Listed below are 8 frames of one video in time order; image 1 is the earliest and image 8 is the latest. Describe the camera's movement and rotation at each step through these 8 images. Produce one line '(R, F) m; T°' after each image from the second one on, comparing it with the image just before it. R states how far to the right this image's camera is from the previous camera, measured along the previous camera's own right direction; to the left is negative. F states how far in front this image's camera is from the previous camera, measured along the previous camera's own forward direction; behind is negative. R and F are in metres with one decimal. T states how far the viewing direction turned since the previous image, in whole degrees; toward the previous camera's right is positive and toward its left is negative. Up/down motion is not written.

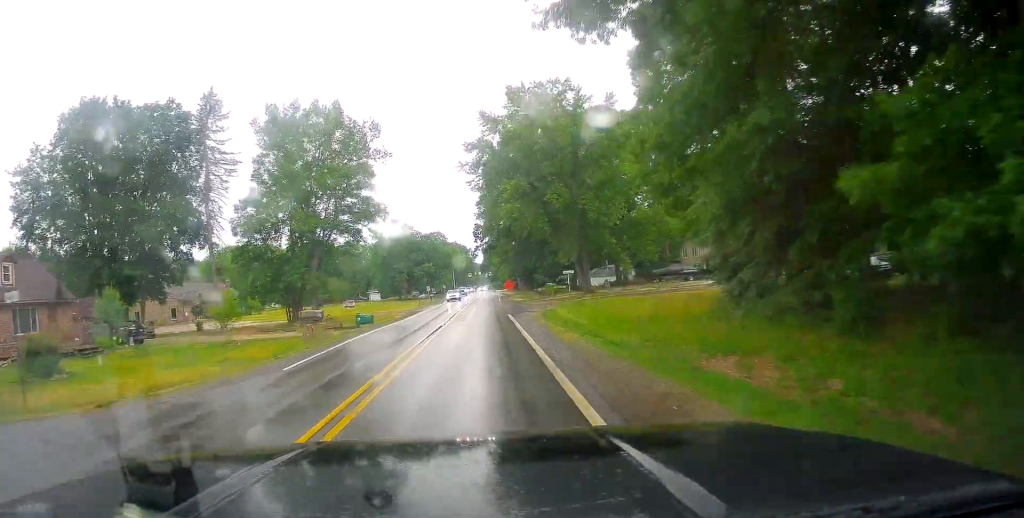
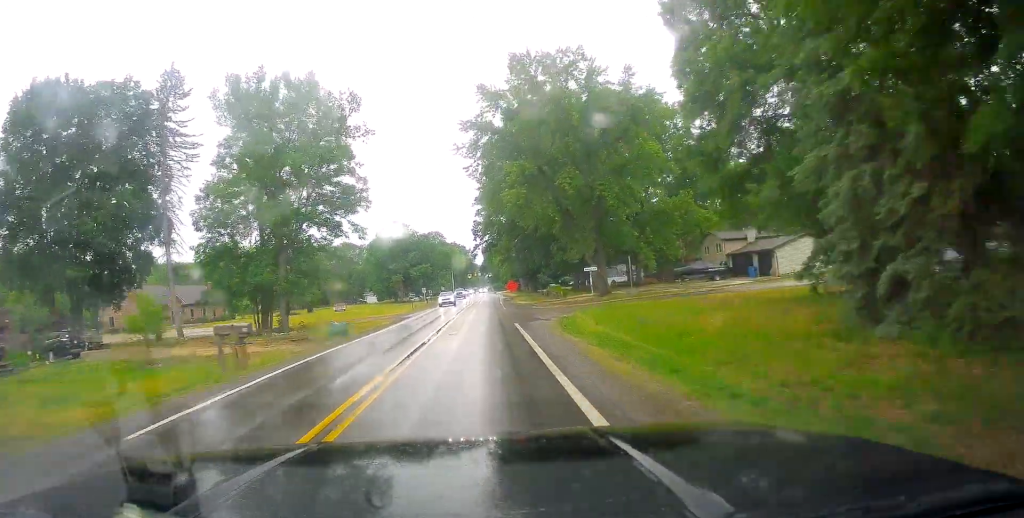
(-0.2, +7.6) m; 0°
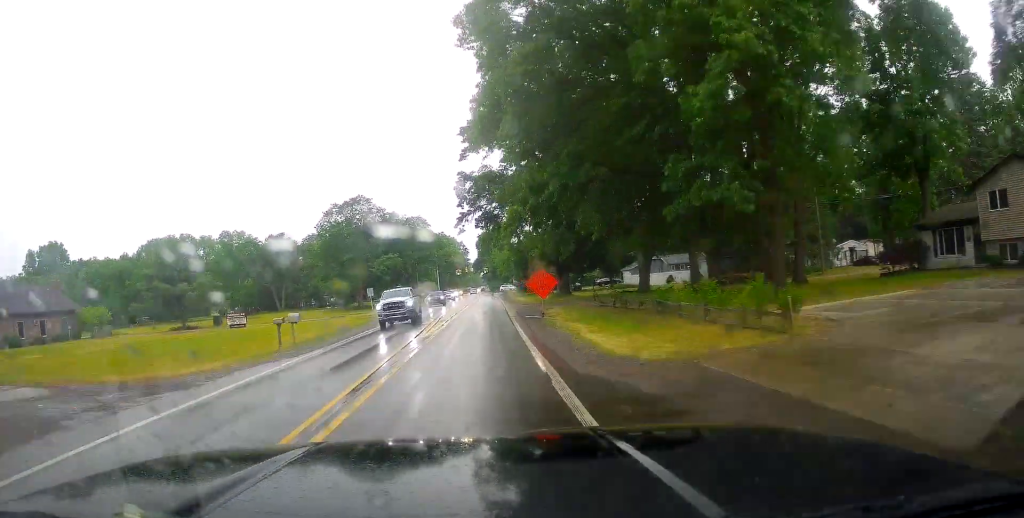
(+0.9, +43.5) m; +2°
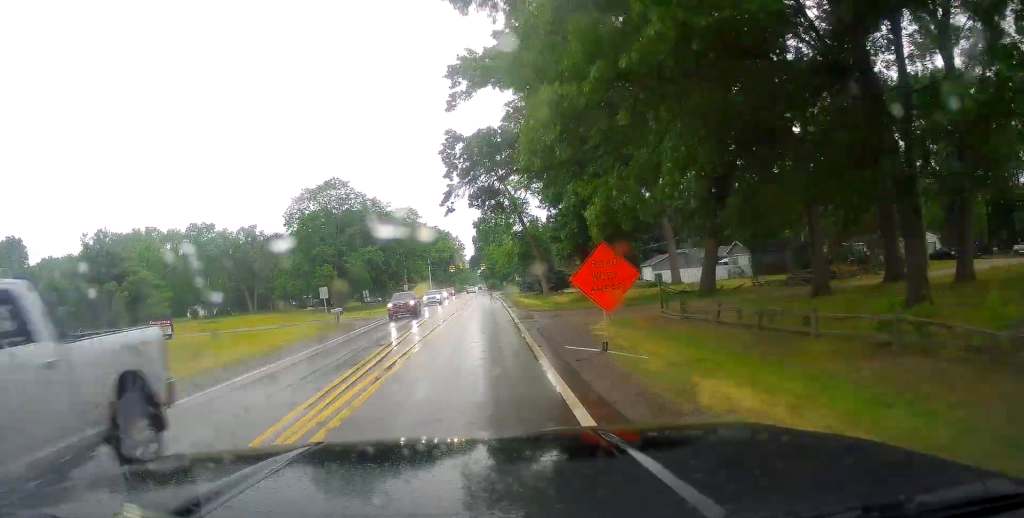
(0.0, +15.9) m; -1°
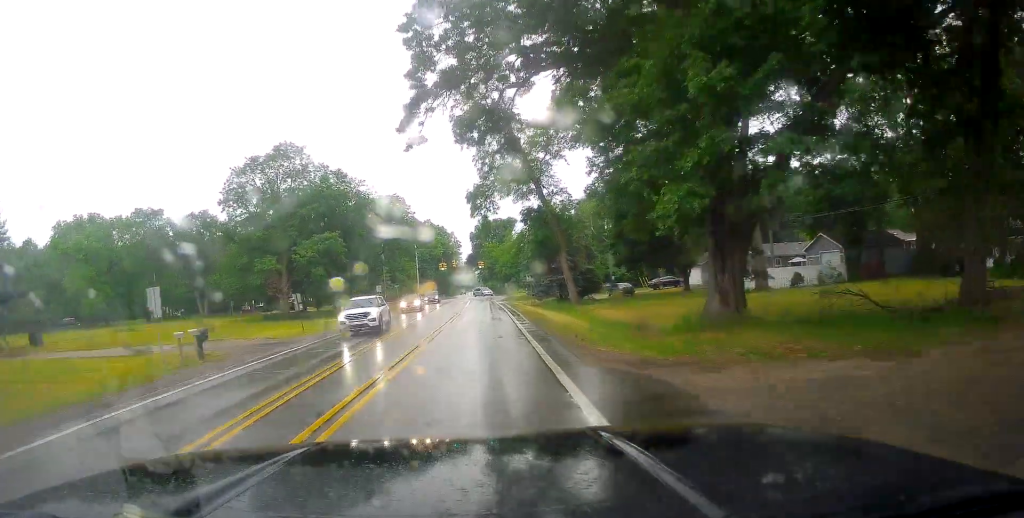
(-0.4, +22.5) m; -1°
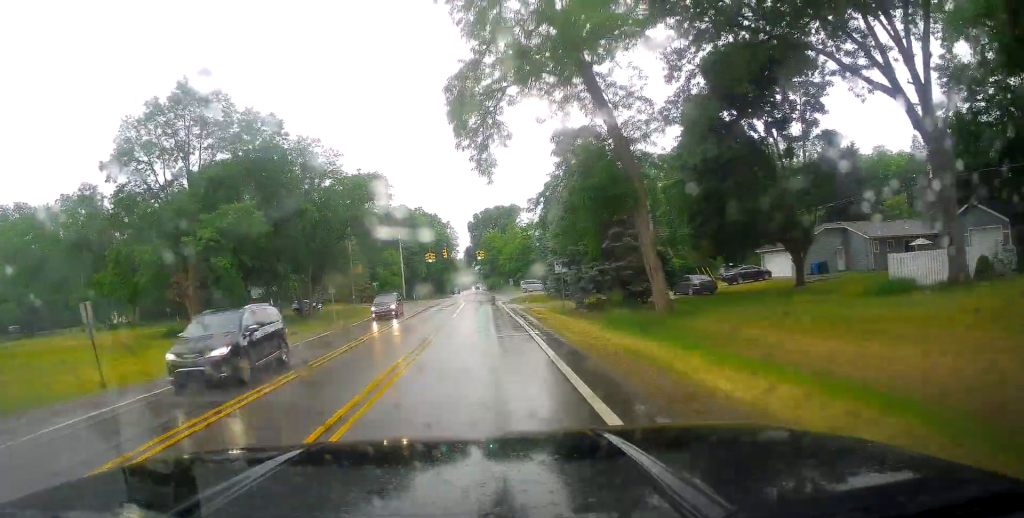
(+0.5, +23.1) m; 0°
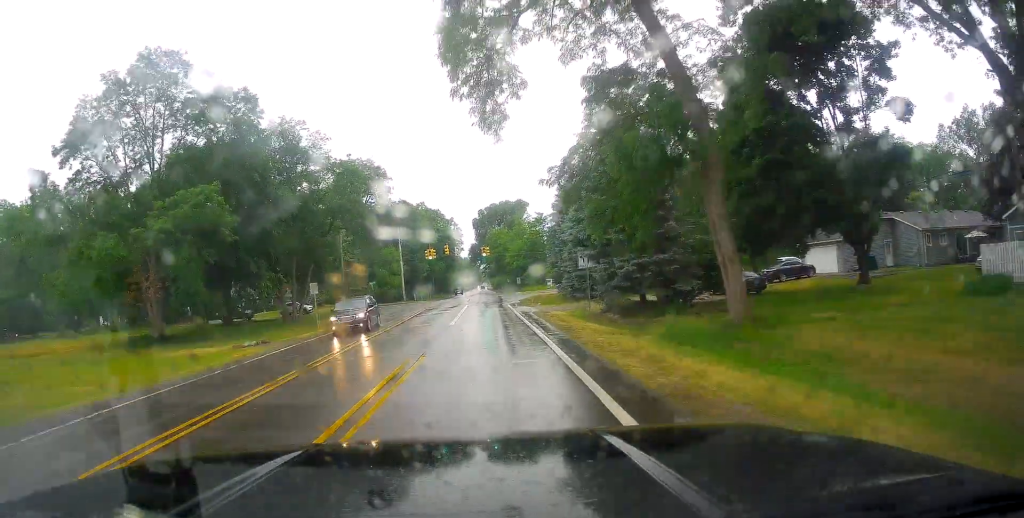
(-0.2, +6.8) m; 0°
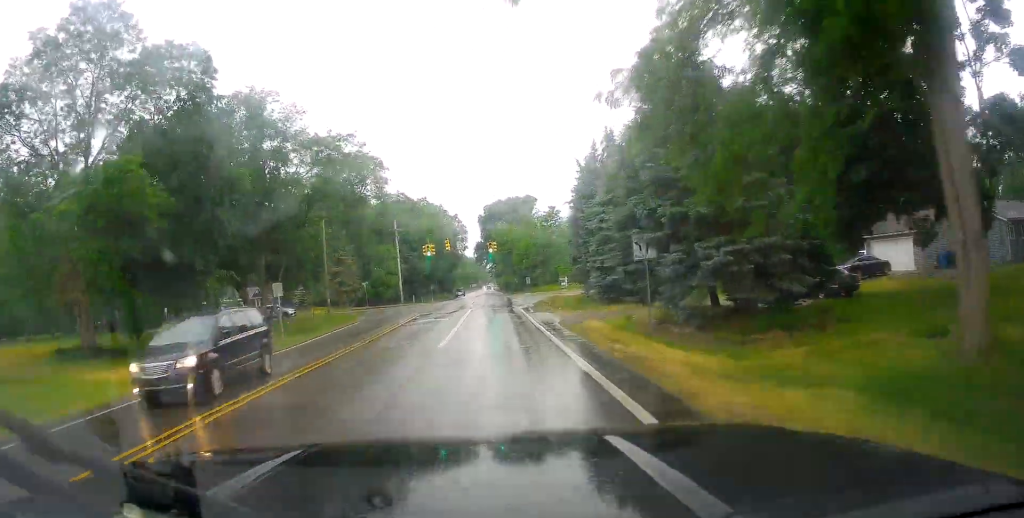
(-0.4, +9.6) m; 0°
